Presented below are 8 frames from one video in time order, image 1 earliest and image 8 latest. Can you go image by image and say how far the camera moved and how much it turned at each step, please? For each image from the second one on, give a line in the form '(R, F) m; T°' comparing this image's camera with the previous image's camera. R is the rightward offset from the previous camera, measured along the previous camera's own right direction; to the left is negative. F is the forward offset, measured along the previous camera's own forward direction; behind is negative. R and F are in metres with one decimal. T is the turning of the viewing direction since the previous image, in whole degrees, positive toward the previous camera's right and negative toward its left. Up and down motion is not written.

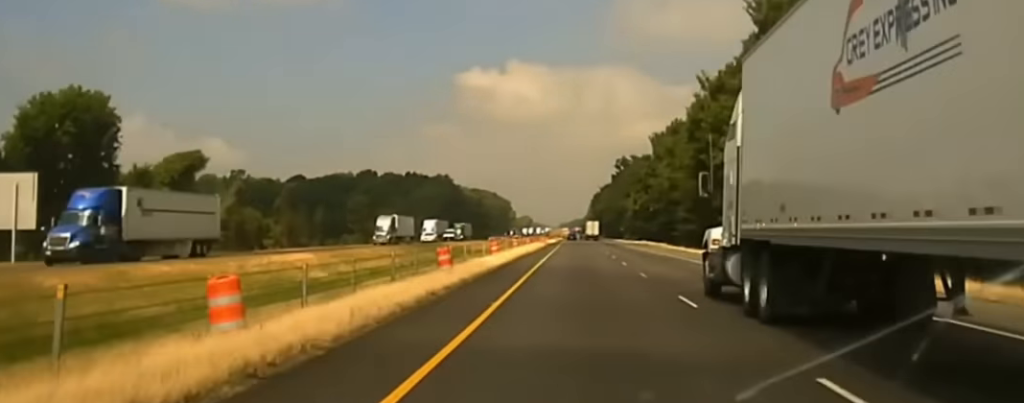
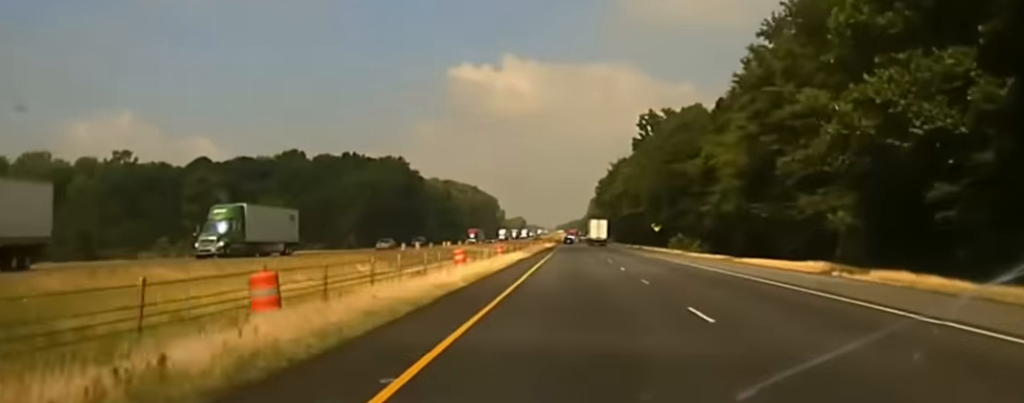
(-0.6, +112.7) m; 0°
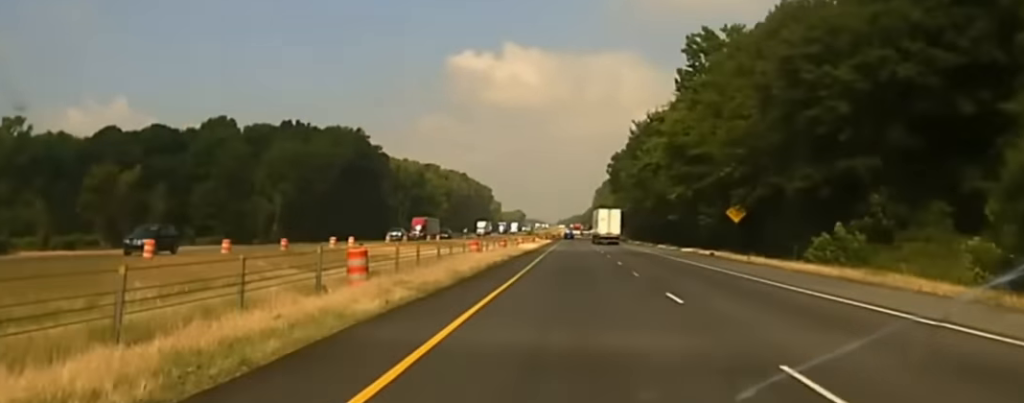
(+0.1, +70.1) m; 0°
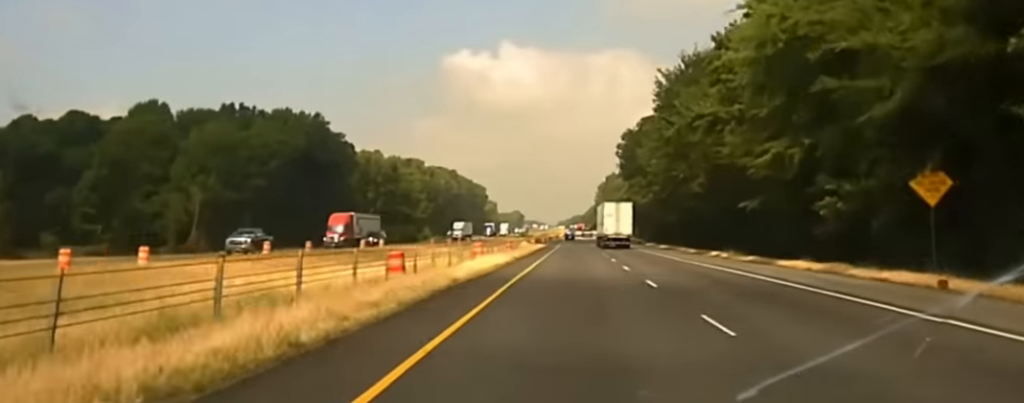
(+0.1, +38.9) m; 0°
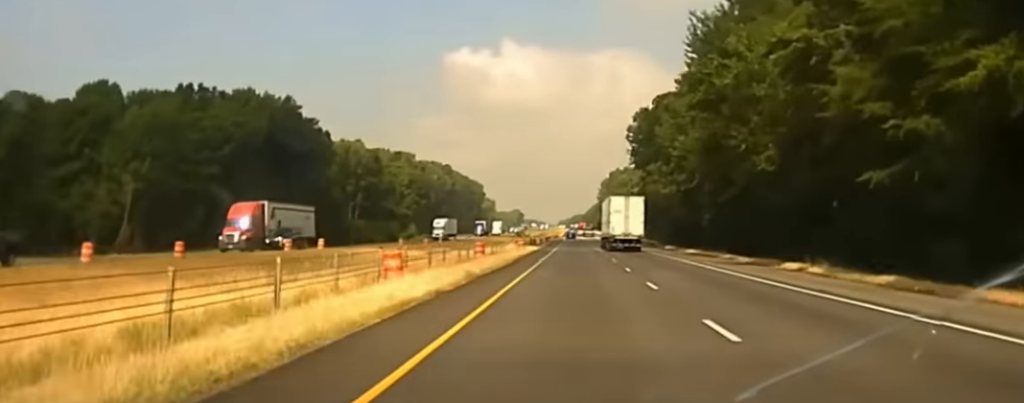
(0.0, +26.7) m; 0°
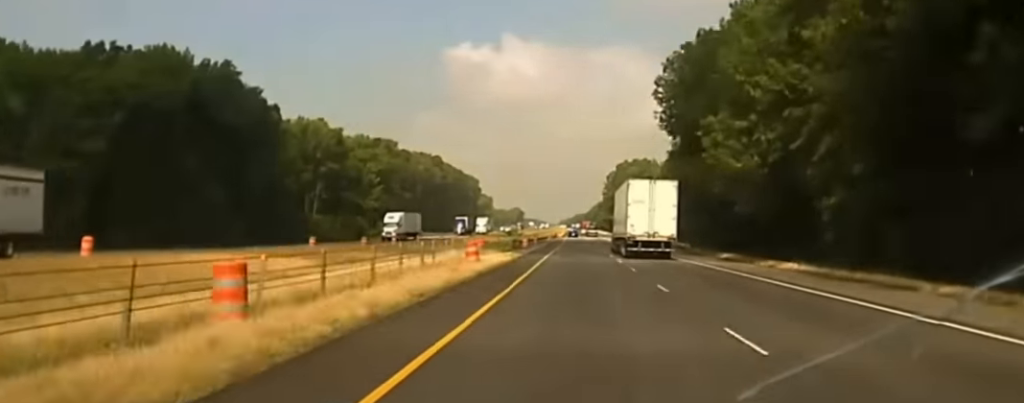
(0.0, +36.7) m; 0°
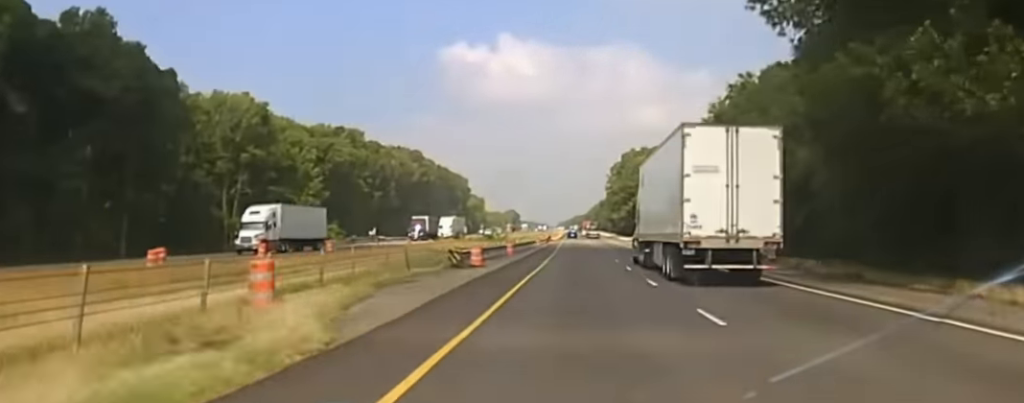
(0.0, +43.4) m; 0°
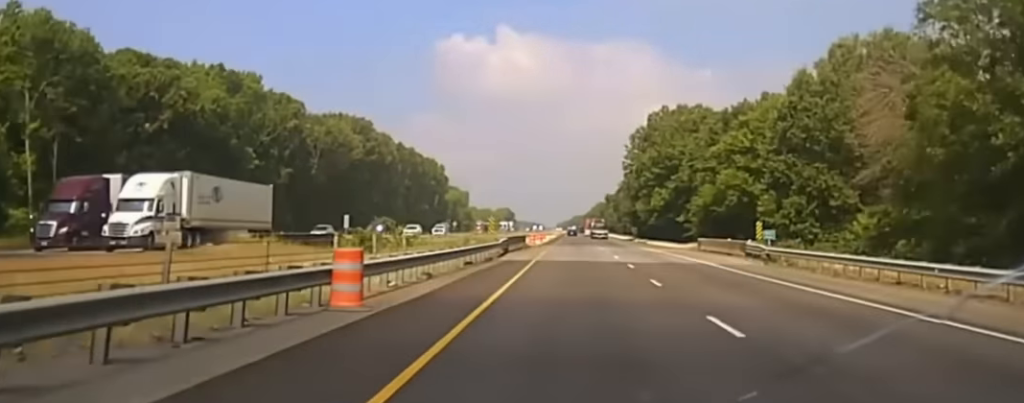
(-0.2, +87.0) m; -1°
